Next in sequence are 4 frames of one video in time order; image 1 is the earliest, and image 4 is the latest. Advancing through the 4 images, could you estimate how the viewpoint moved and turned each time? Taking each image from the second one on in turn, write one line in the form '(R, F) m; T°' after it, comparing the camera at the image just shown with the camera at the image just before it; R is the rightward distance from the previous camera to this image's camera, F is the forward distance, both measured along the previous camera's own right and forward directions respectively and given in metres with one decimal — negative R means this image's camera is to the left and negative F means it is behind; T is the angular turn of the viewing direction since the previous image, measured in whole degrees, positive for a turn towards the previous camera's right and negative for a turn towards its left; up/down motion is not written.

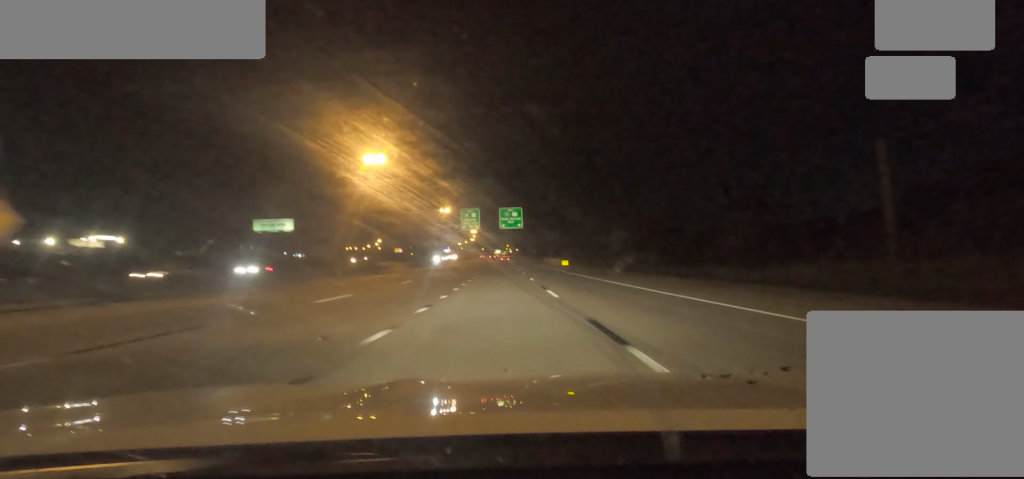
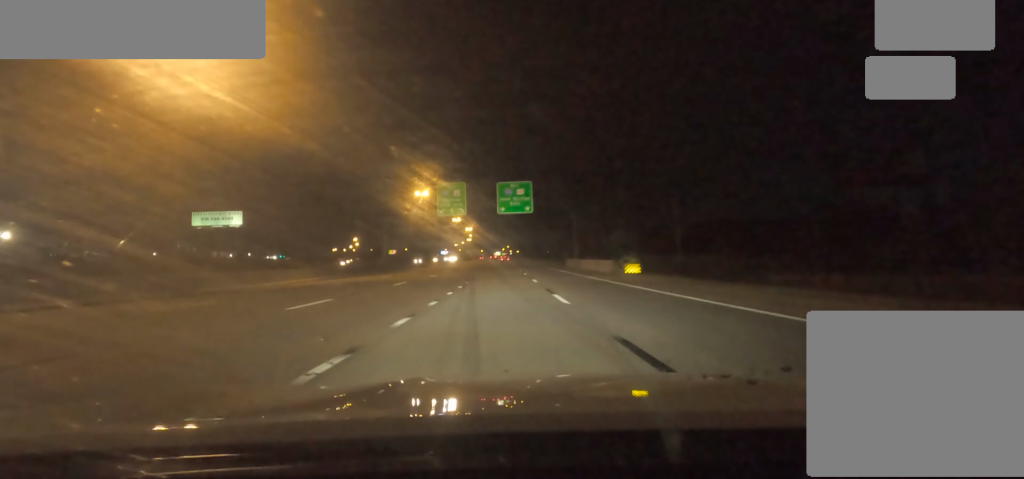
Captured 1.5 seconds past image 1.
(0.0, +42.8) m; 0°
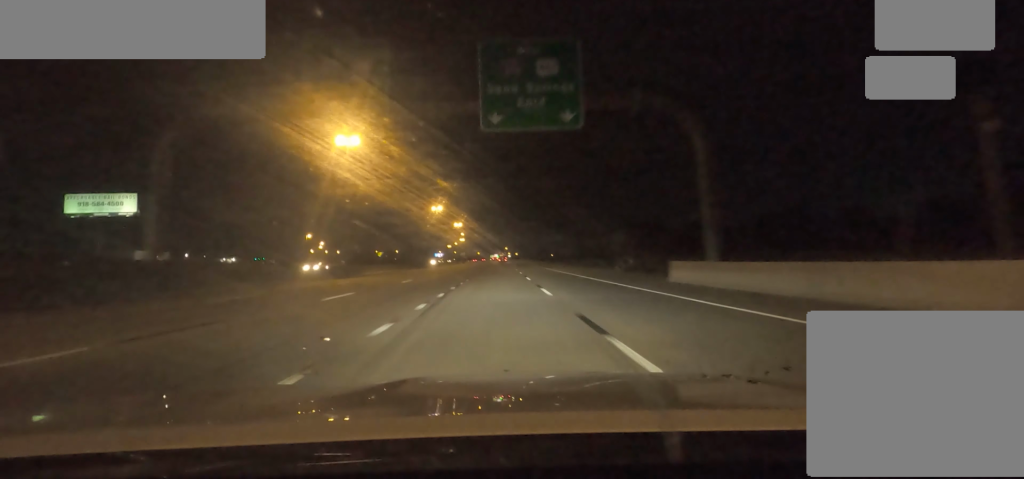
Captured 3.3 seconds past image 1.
(0.0, +50.7) m; 0°
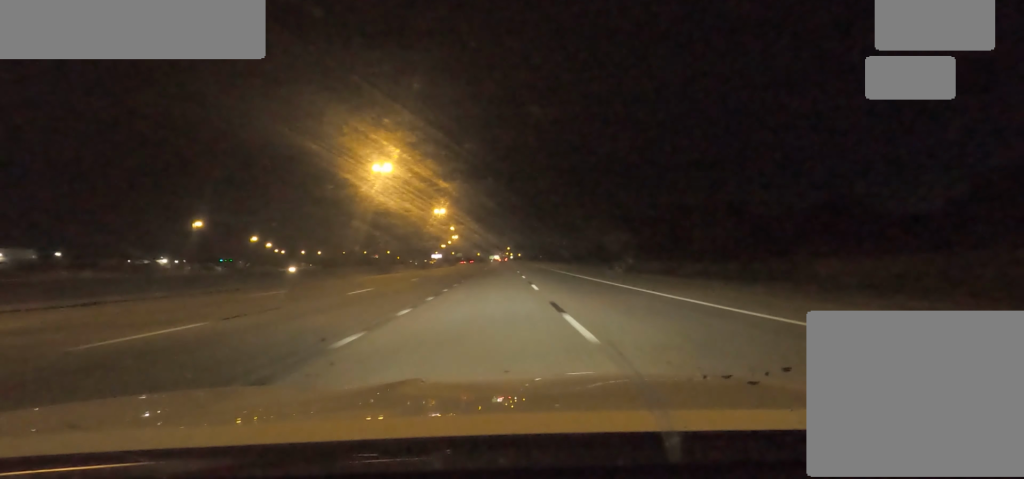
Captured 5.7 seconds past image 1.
(0.0, +64.3) m; 0°
